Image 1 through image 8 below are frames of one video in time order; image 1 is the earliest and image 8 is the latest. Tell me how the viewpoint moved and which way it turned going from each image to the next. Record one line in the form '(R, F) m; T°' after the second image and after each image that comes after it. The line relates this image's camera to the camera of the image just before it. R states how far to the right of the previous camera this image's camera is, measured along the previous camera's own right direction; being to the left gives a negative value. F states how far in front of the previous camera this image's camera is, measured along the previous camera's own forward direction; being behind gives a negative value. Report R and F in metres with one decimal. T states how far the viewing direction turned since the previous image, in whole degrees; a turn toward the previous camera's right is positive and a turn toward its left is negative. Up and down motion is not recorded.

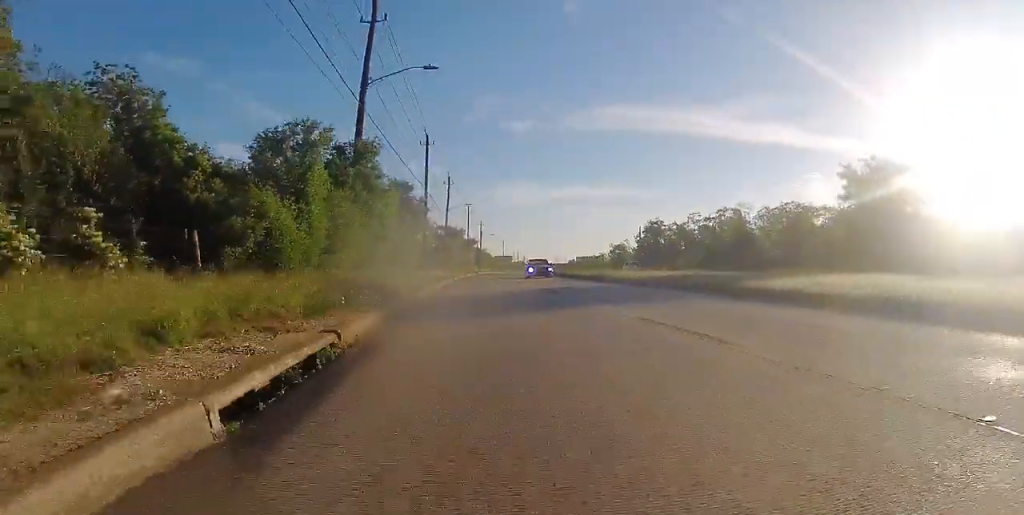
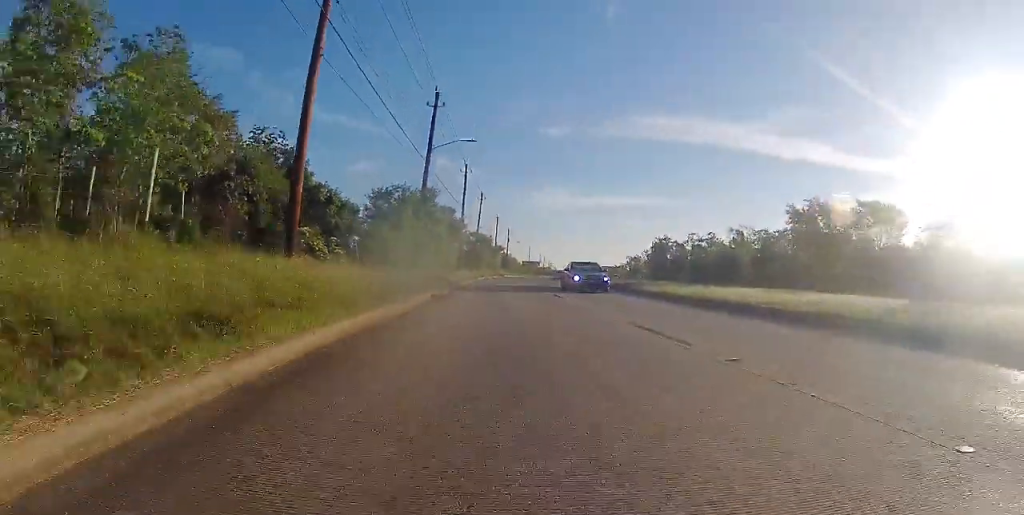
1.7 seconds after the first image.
(-0.4, +13.2) m; +1°
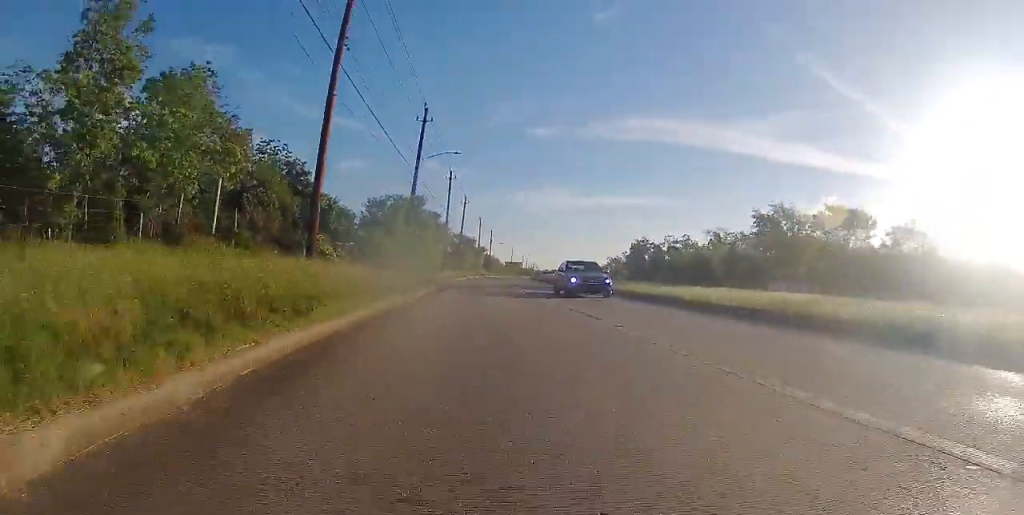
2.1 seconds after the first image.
(+0.1, +3.7) m; +2°
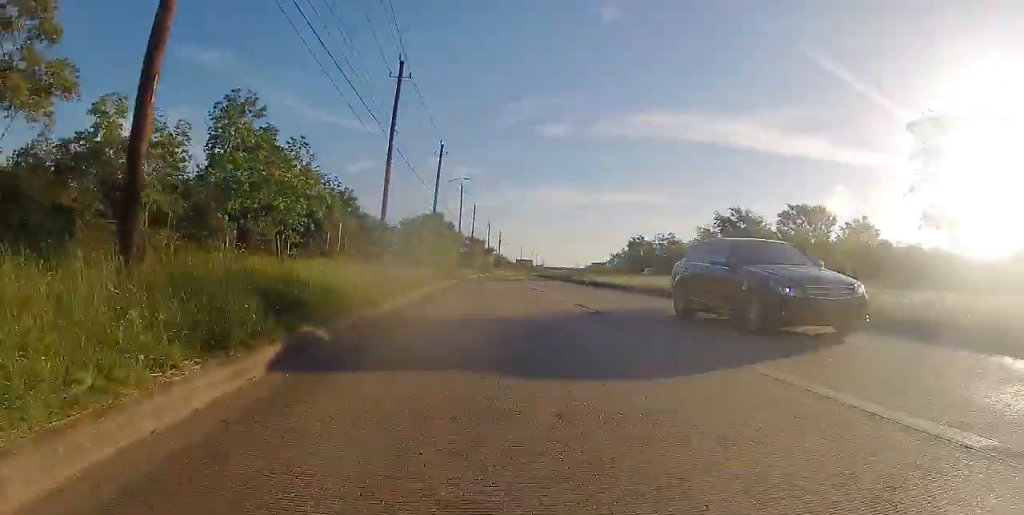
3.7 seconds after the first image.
(-0.1, +12.2) m; -1°
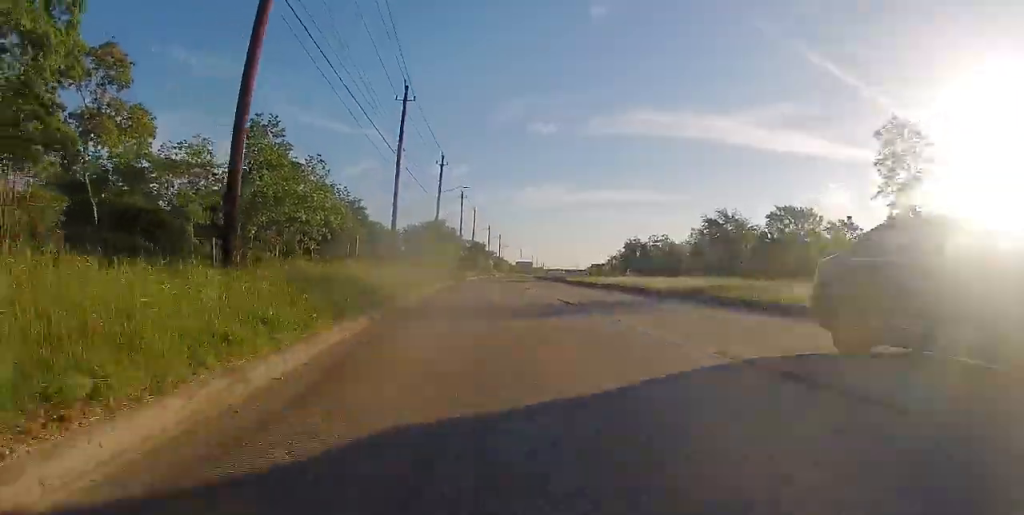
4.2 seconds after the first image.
(0.0, +3.8) m; -1°
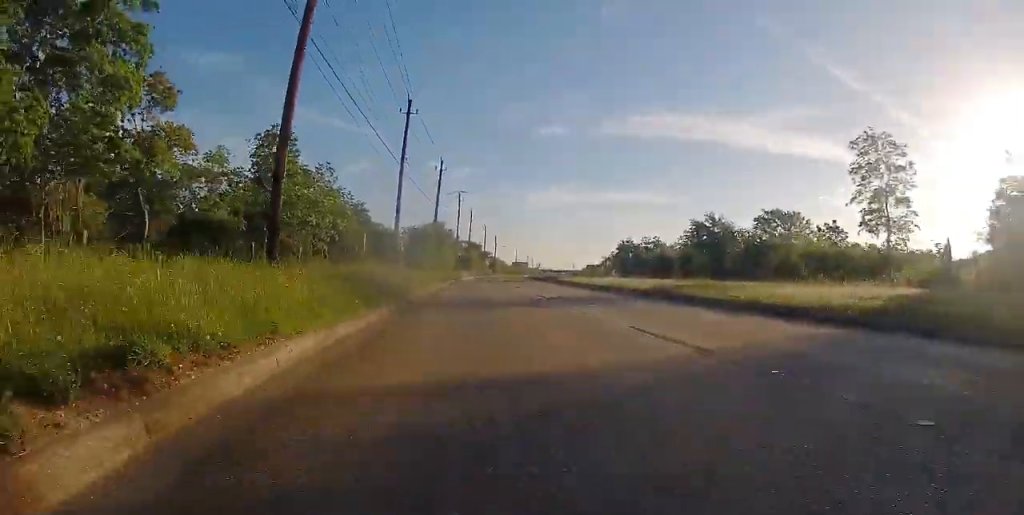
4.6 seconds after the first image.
(0.0, +3.0) m; 0°
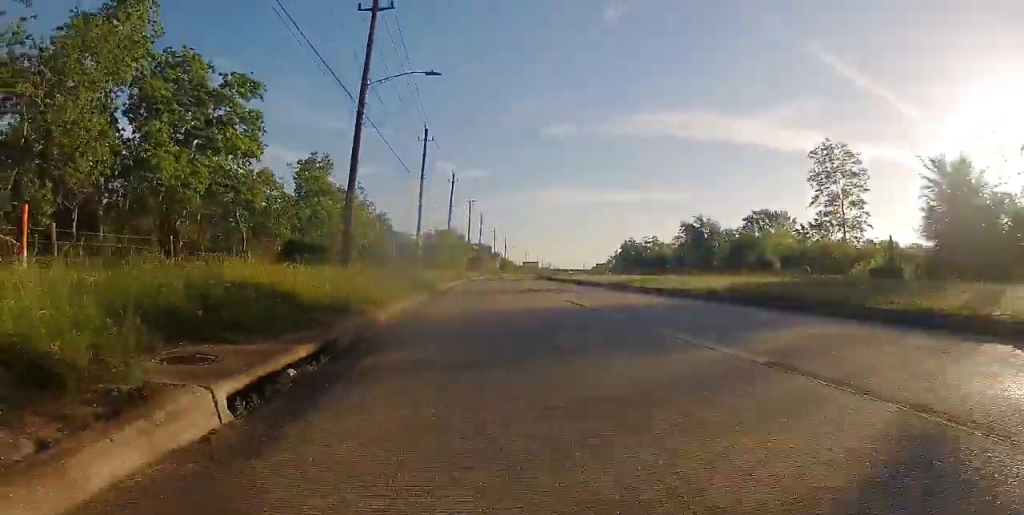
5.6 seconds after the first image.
(0.0, +7.2) m; -1°
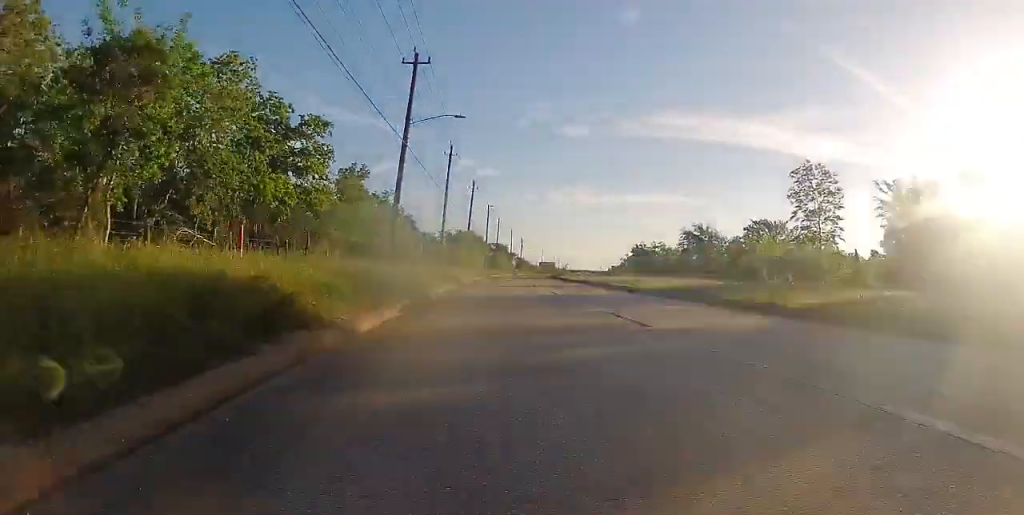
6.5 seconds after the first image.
(0.0, +6.4) m; -1°
